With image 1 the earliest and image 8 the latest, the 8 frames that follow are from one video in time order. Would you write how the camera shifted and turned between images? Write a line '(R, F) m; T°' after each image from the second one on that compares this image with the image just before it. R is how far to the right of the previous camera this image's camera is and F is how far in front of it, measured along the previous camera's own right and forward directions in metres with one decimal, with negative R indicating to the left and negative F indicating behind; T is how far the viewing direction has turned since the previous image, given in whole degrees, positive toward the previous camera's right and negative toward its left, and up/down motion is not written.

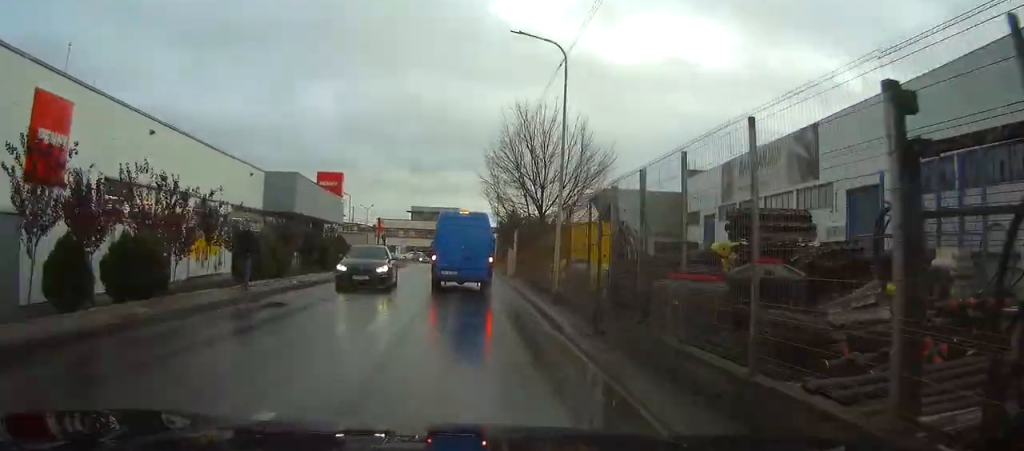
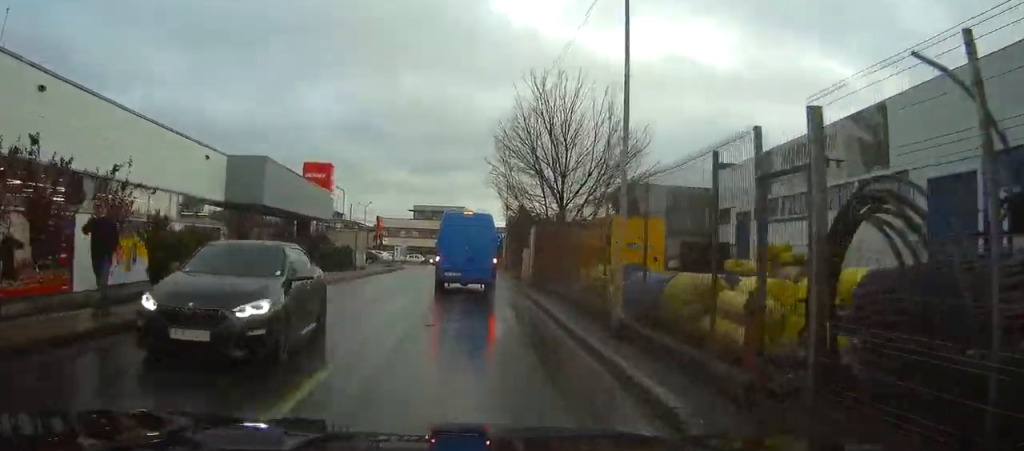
(0.0, +6.2) m; 0°
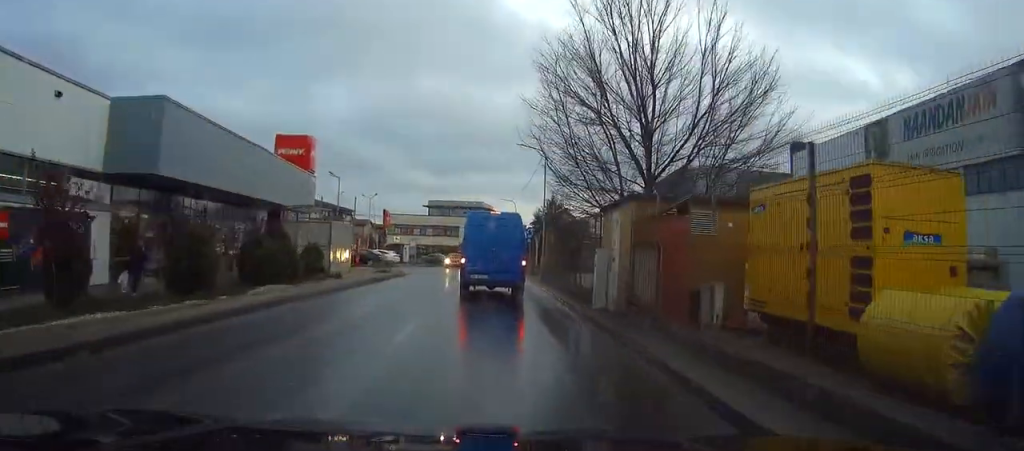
(-0.1, +12.2) m; -1°
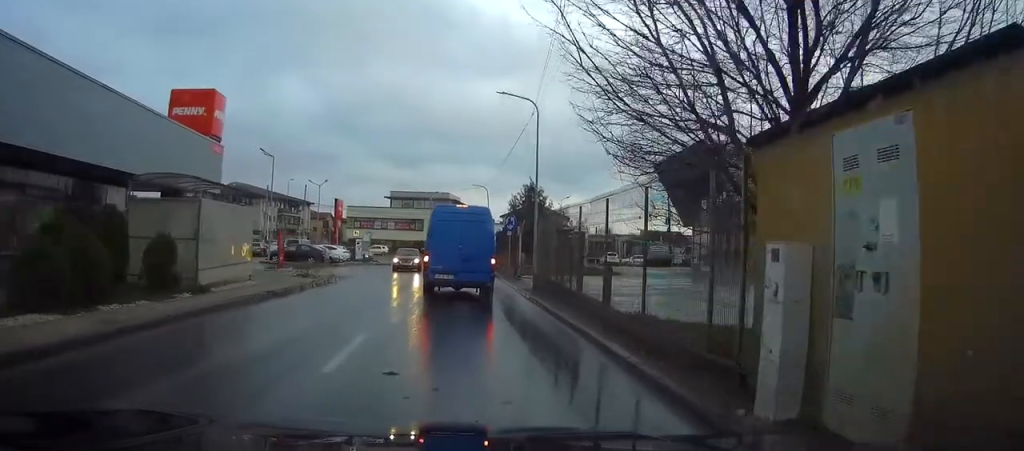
(0.0, +11.2) m; +1°
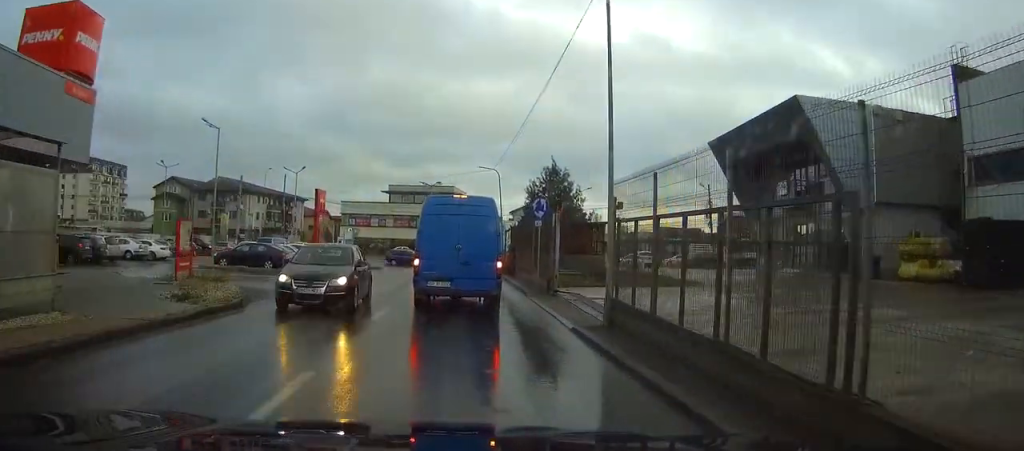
(+0.2, +12.3) m; 0°
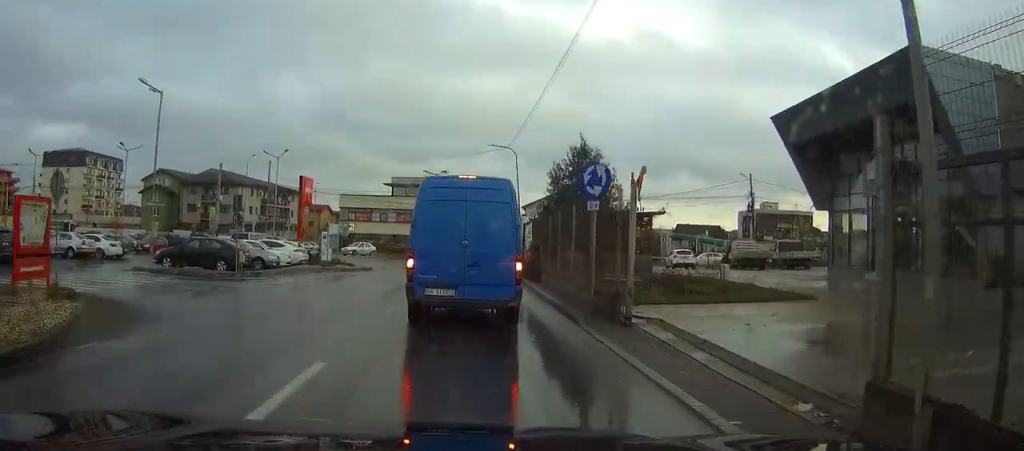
(-0.2, +9.3) m; -2°
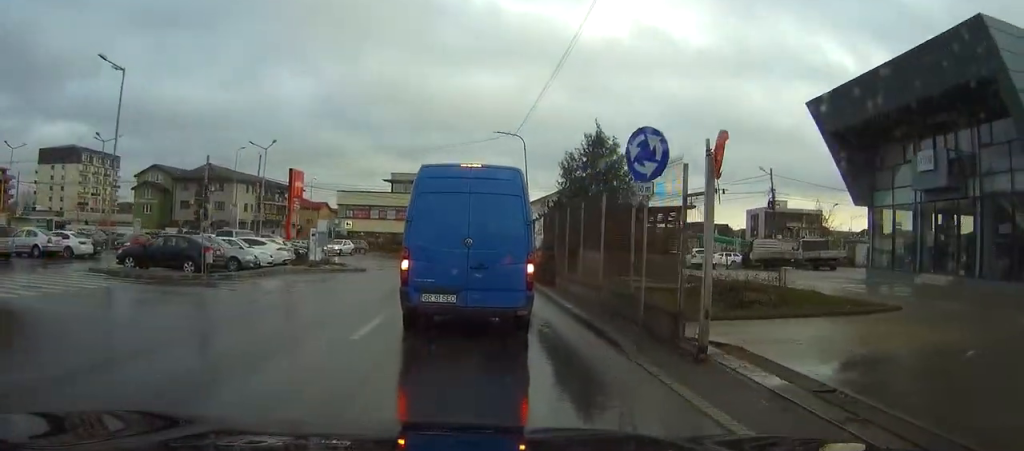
(0.0, +4.4) m; +1°
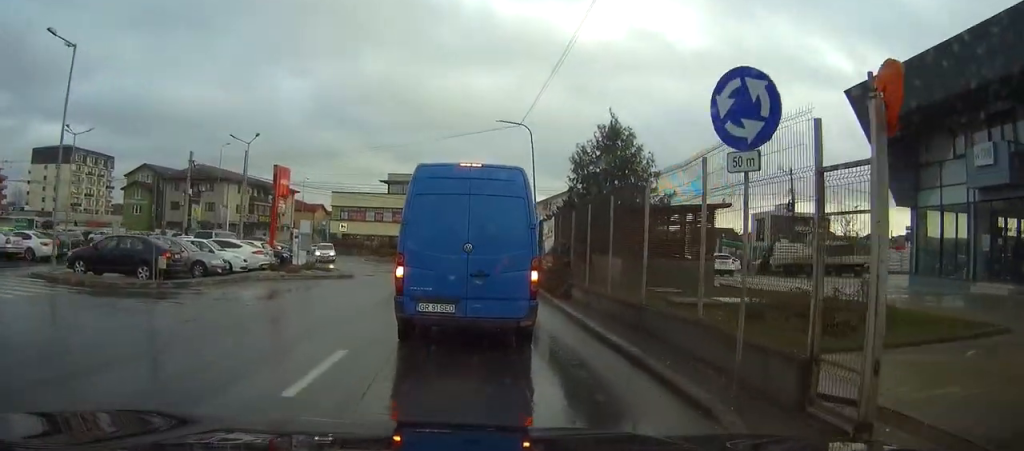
(+0.1, +4.8) m; +2°
